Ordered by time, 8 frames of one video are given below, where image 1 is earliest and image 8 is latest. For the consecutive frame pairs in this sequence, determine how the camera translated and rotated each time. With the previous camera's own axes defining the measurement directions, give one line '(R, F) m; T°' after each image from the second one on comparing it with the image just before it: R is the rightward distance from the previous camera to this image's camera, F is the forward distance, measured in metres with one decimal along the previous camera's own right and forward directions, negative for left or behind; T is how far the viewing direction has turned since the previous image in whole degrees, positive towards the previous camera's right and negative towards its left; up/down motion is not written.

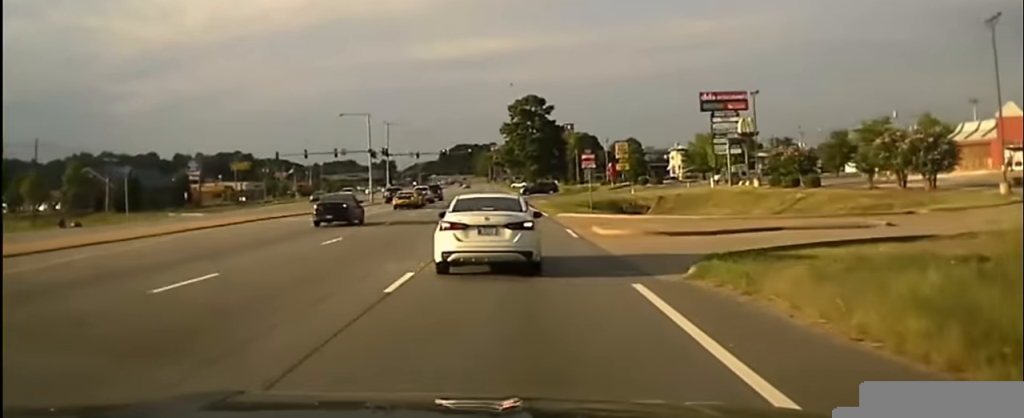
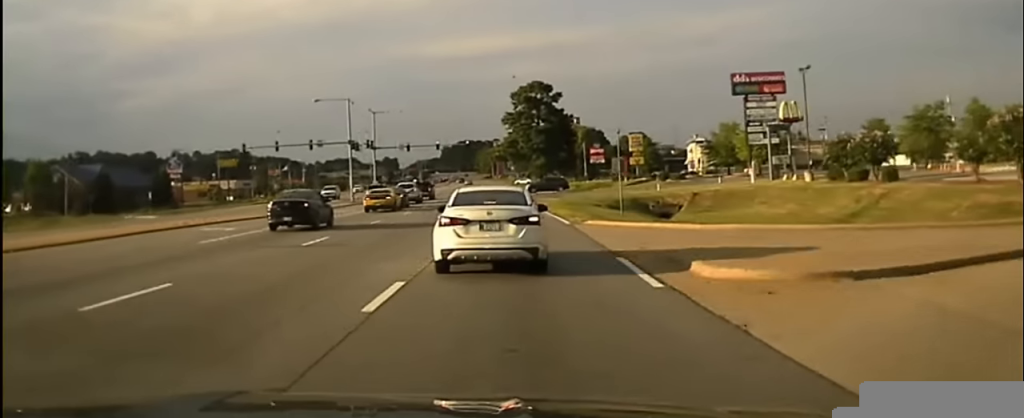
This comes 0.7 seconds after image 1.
(-0.1, +15.6) m; -1°
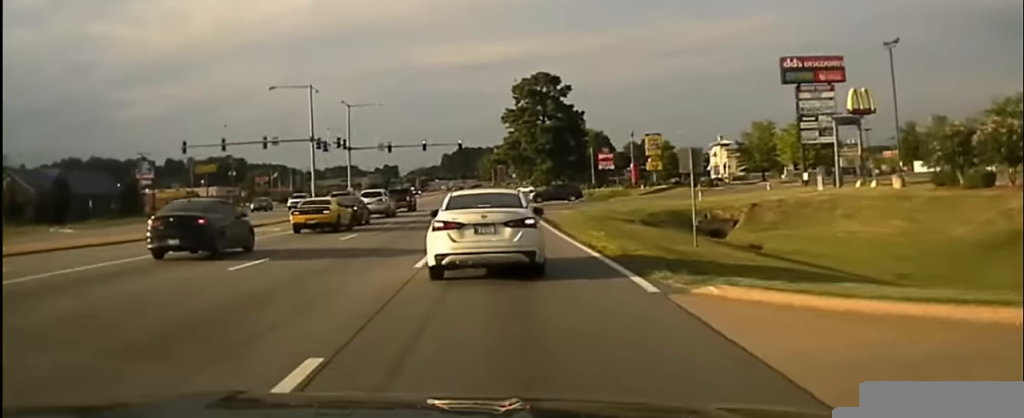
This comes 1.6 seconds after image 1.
(0.0, +19.0) m; 0°
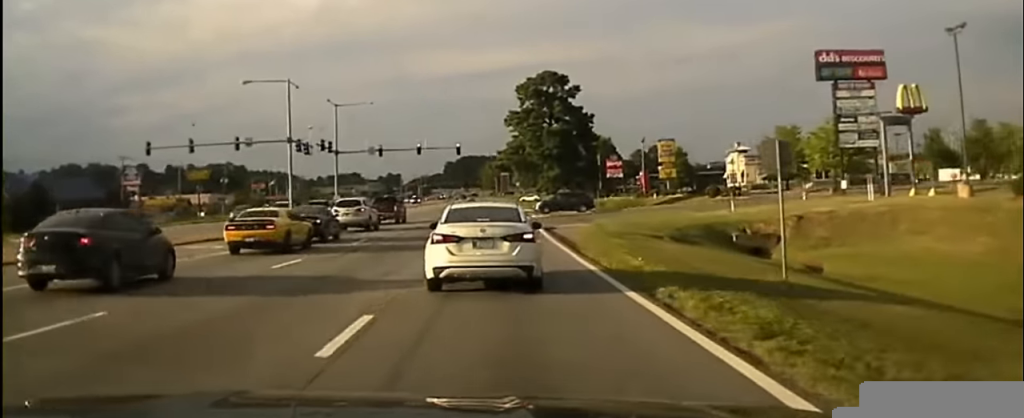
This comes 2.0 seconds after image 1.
(0.0, +9.9) m; 0°
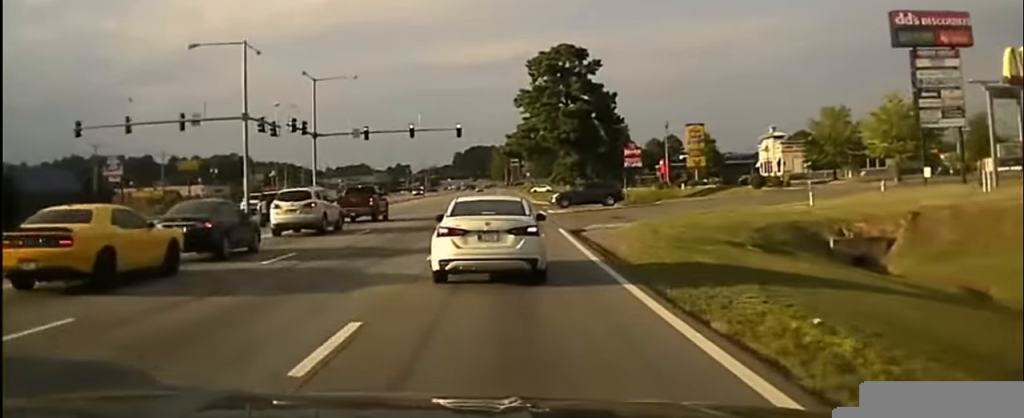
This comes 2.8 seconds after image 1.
(0.0, +15.4) m; 0°
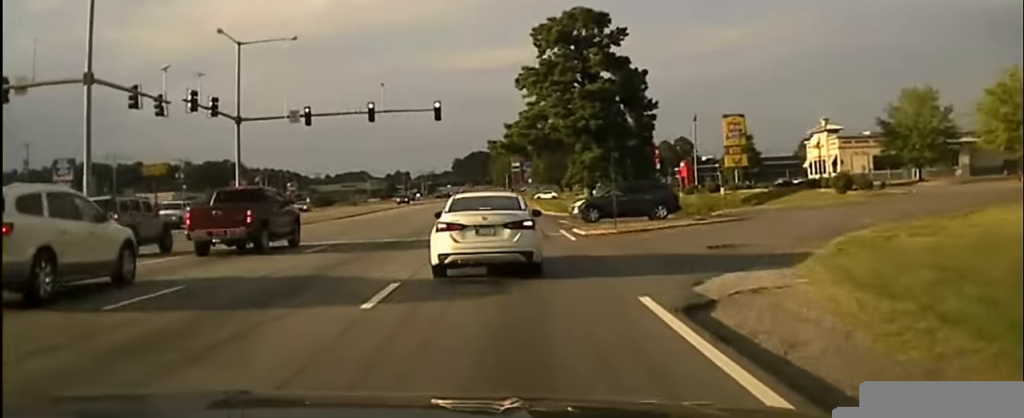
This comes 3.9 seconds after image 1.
(0.0, +20.8) m; 0°
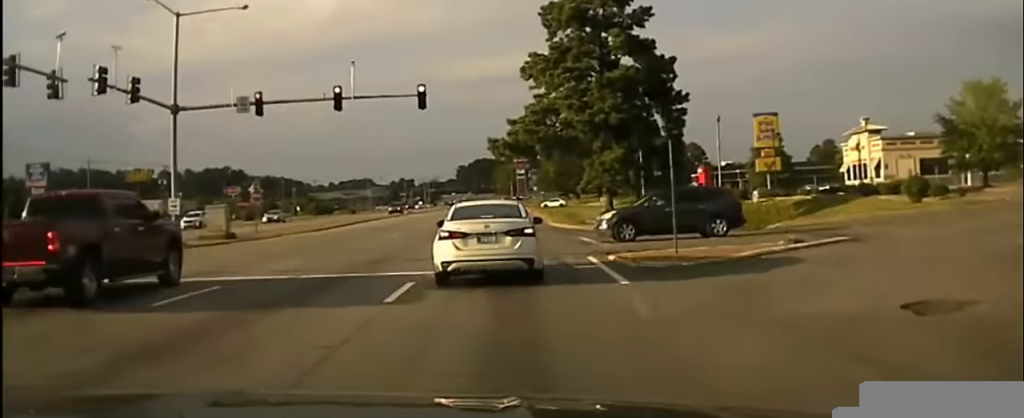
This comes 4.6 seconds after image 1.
(0.0, +10.7) m; 0°
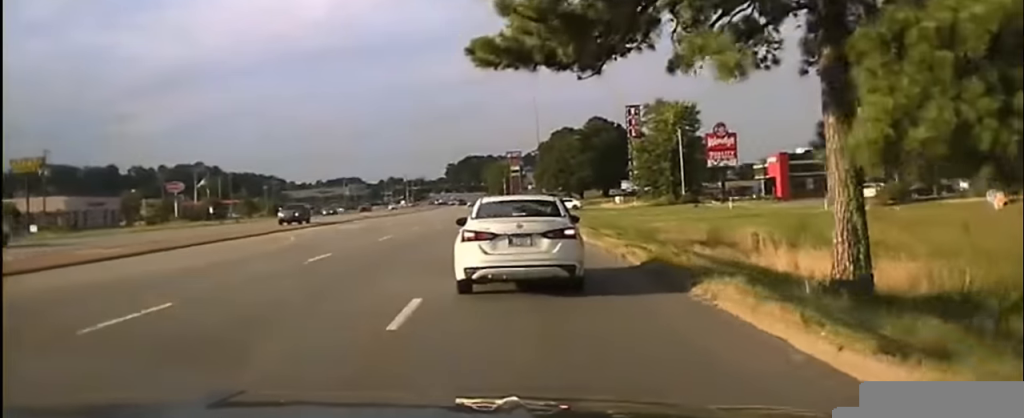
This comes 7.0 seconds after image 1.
(-0.7, +38.9) m; -1°
